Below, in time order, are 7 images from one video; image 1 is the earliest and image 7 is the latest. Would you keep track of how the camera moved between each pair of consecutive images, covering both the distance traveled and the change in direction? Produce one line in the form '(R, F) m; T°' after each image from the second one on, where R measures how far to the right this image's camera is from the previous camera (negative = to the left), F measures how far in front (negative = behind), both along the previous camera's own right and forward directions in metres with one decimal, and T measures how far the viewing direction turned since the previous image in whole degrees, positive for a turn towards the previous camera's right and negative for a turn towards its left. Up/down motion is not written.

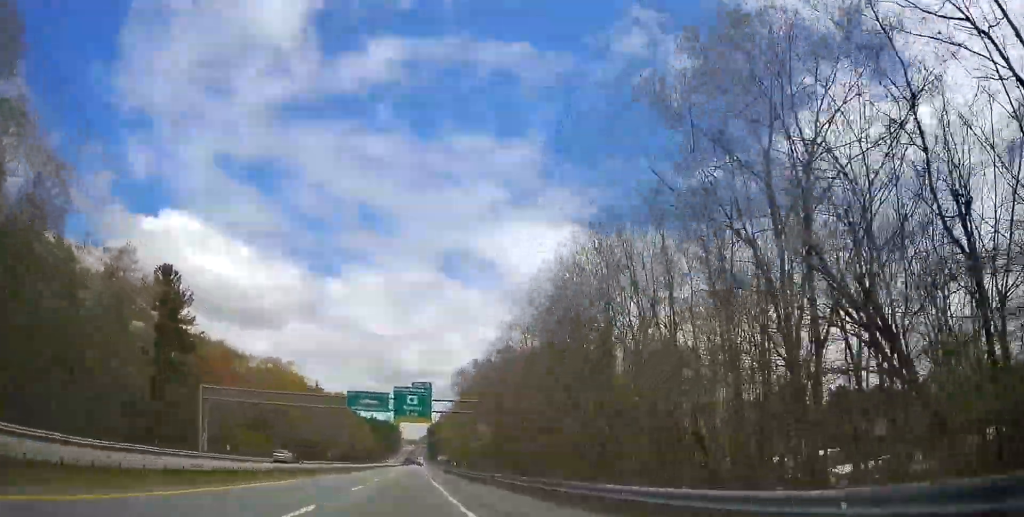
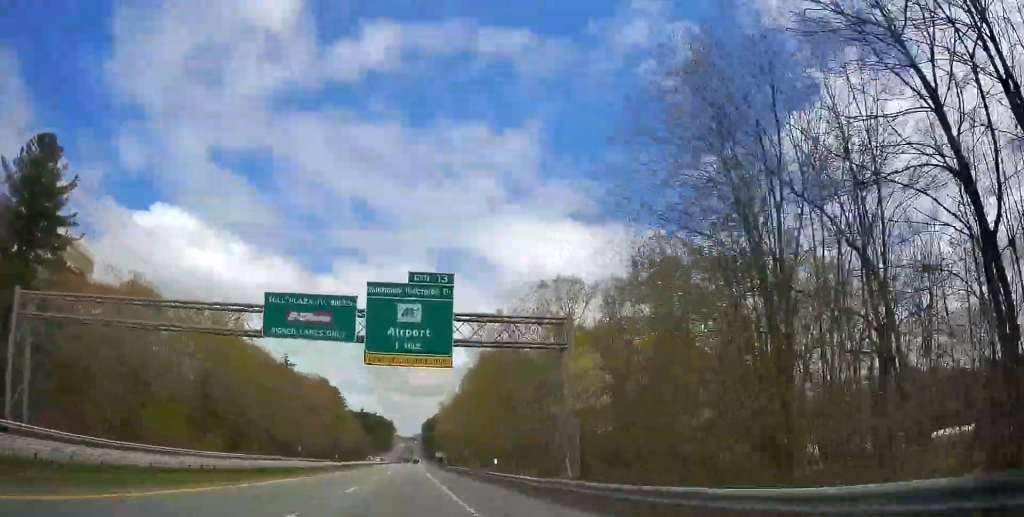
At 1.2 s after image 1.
(0.0, +39.7) m; +1°
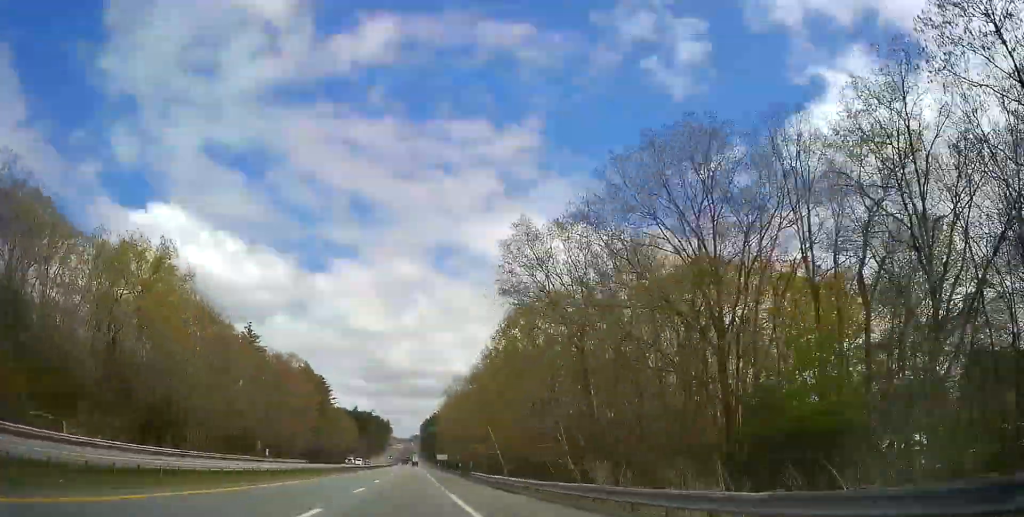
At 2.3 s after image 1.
(+0.3, +34.7) m; +1°
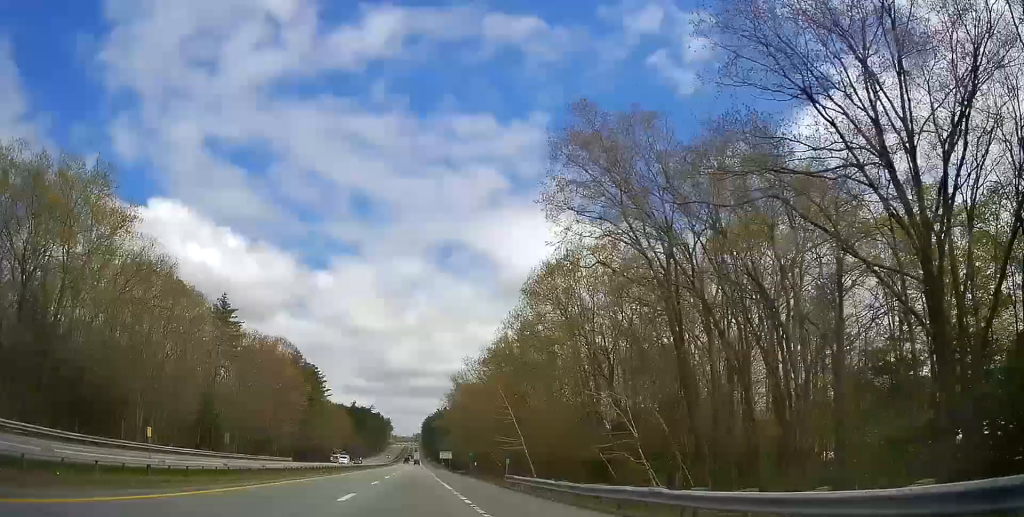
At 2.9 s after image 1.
(-0.1, +18.1) m; +1°
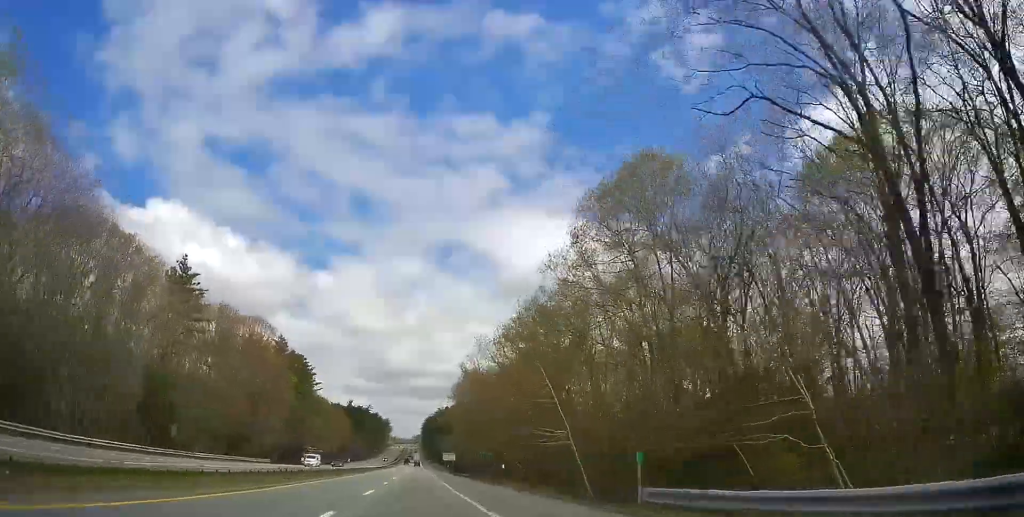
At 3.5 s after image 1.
(+0.2, +19.1) m; +1°
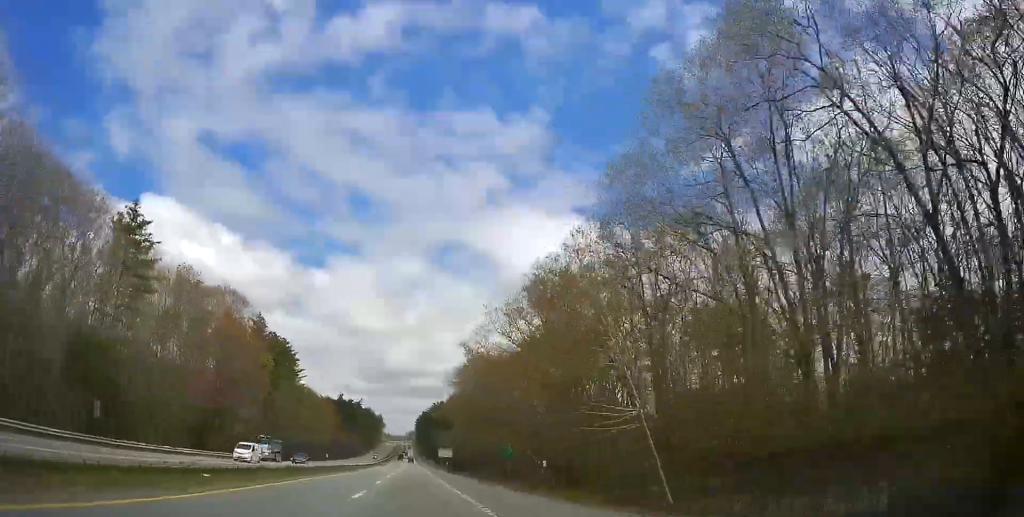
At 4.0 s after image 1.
(+0.1, +15.9) m; +1°
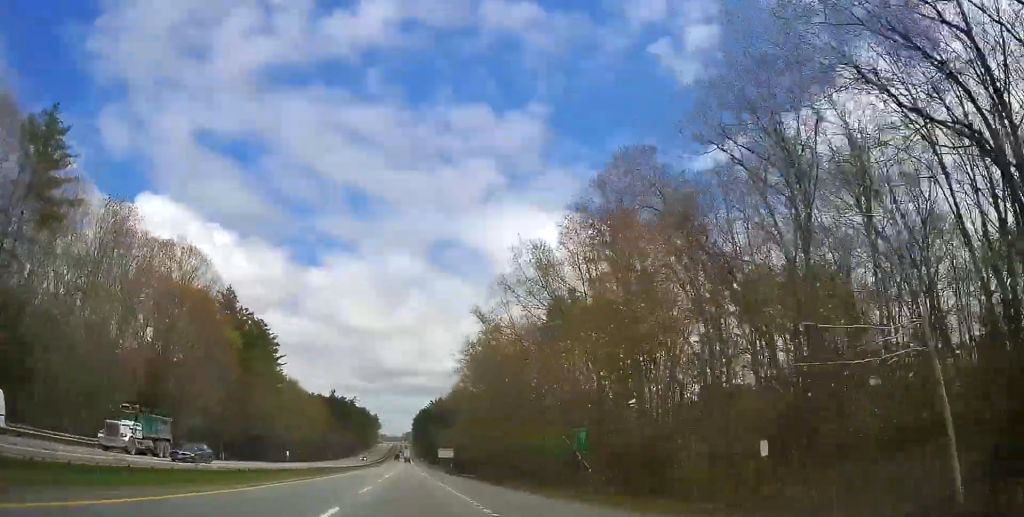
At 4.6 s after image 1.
(+0.3, +19.5) m; 0°
